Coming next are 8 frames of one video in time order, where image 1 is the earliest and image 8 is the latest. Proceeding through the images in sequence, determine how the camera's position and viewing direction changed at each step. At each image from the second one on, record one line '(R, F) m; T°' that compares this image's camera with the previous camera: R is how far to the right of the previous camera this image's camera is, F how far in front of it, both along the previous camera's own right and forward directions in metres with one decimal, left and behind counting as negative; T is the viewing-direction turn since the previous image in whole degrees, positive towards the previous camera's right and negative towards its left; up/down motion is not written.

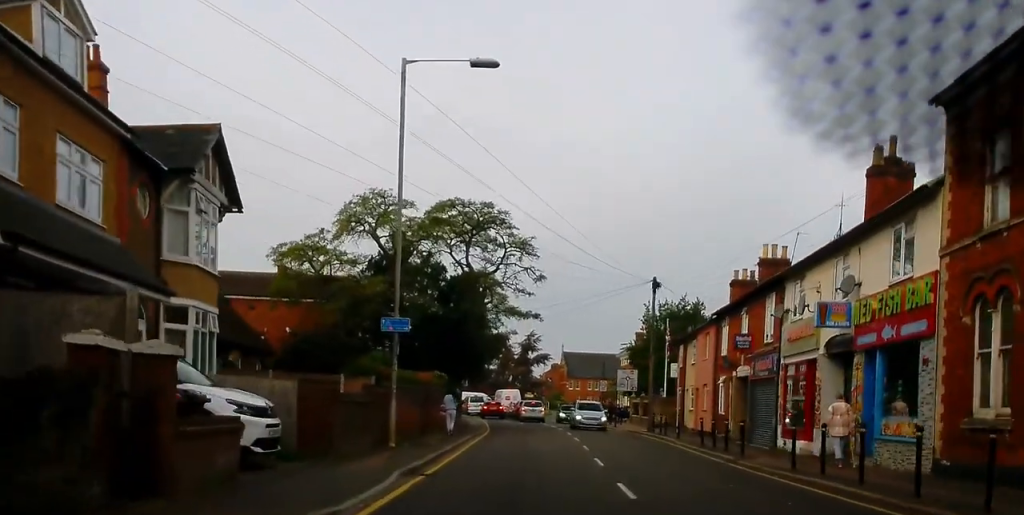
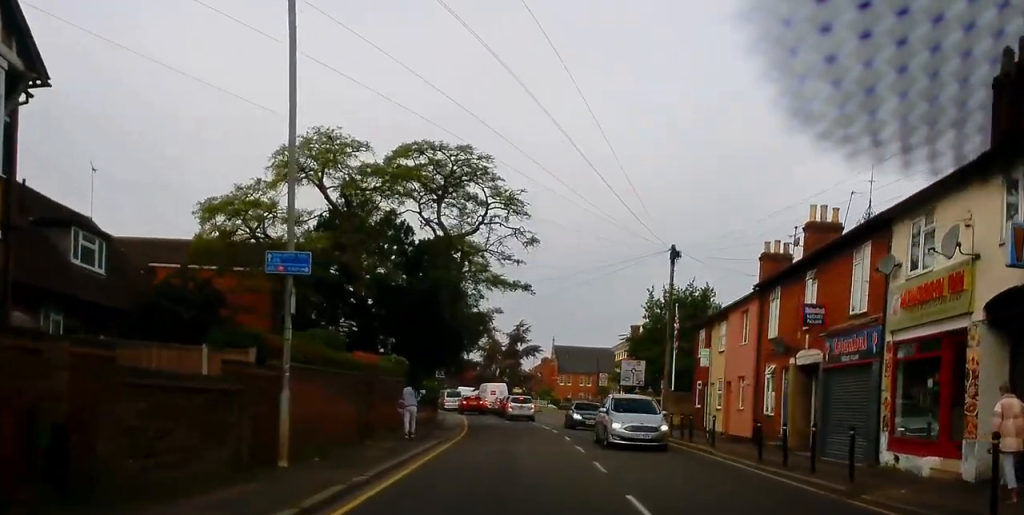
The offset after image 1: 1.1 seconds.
(+0.4, +8.2) m; +2°
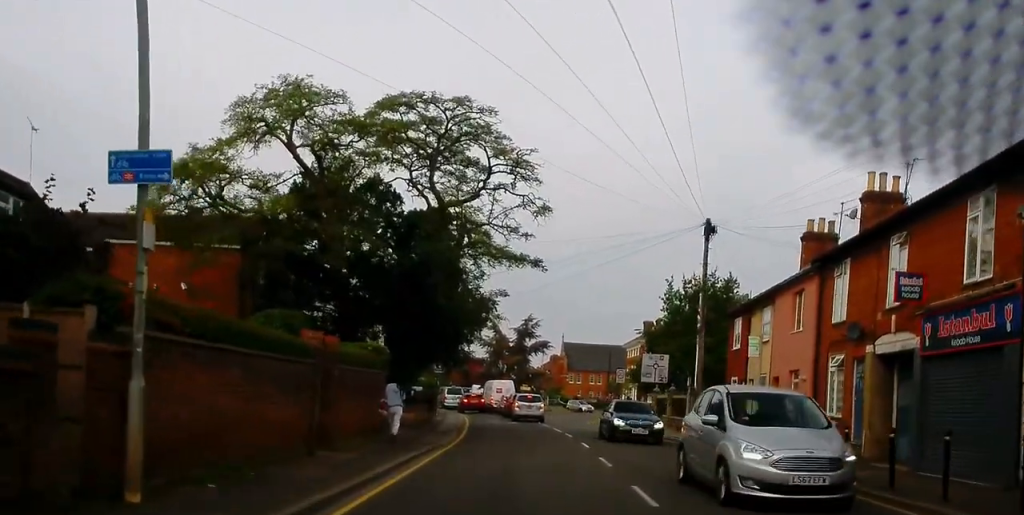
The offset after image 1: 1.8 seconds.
(0.0, +4.9) m; -2°
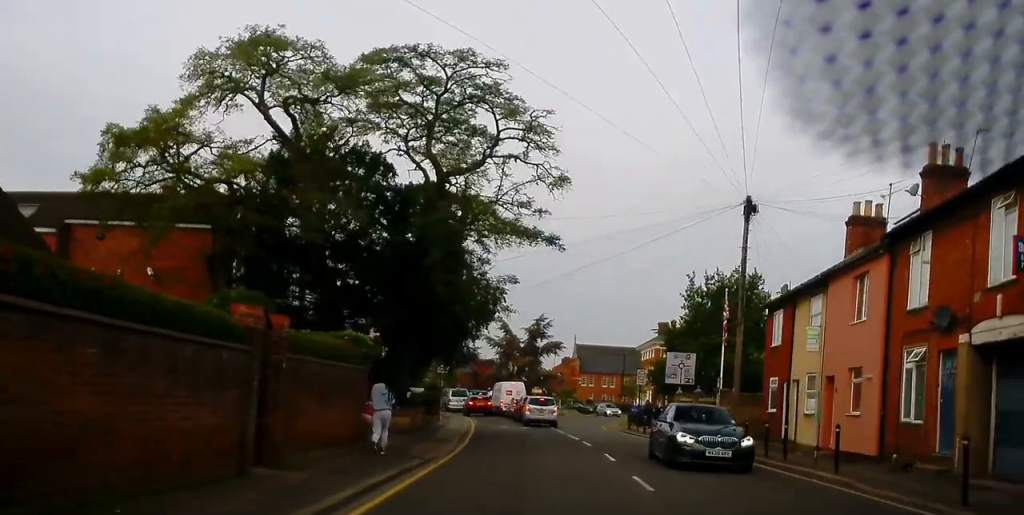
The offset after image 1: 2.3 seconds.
(-0.1, +3.8) m; -3°
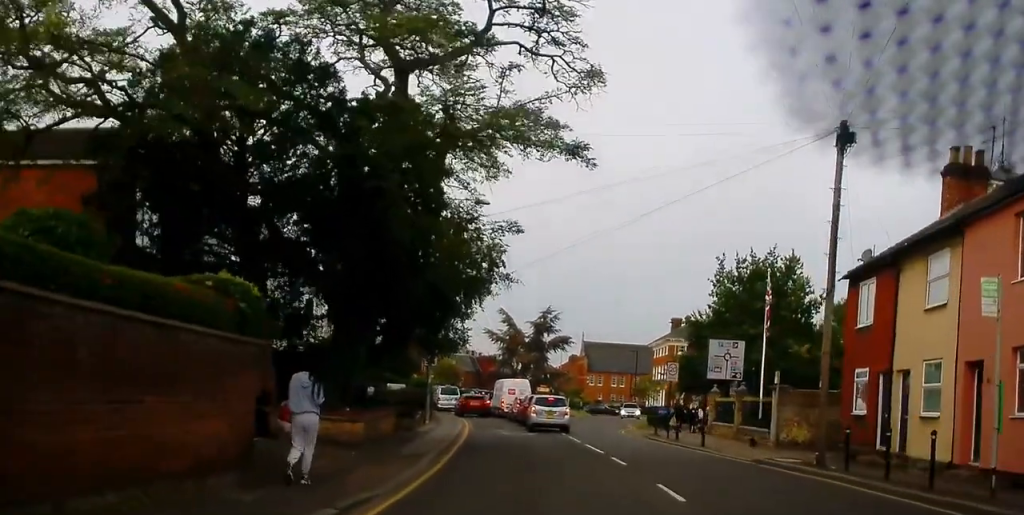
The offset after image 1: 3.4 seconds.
(-0.2, +7.6) m; 0°
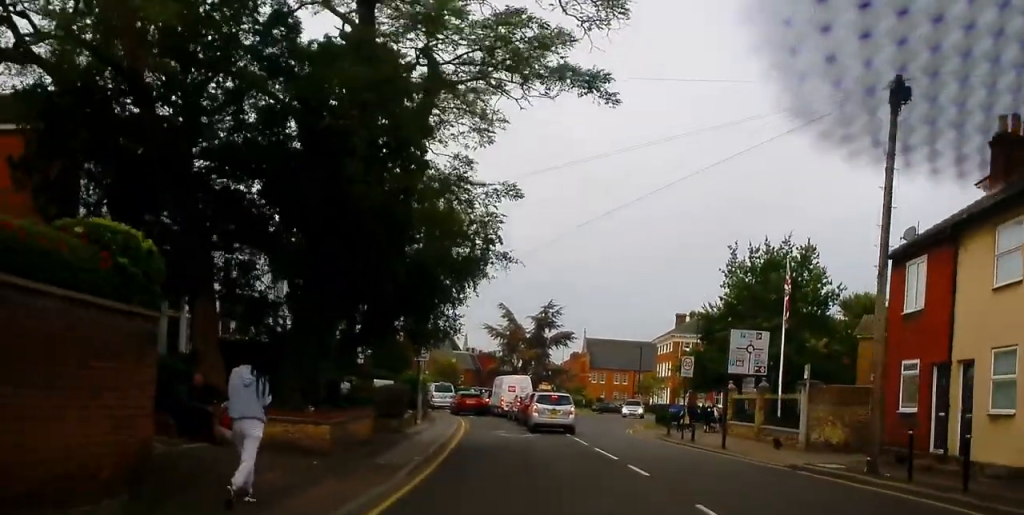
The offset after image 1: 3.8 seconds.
(0.0, +3.0) m; +1°
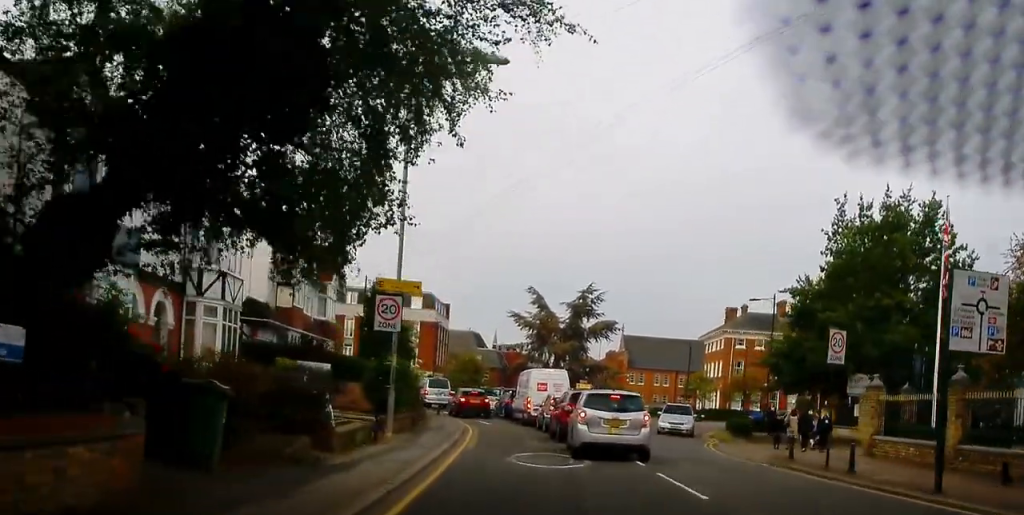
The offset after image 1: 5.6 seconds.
(+0.6, +12.7) m; +1°
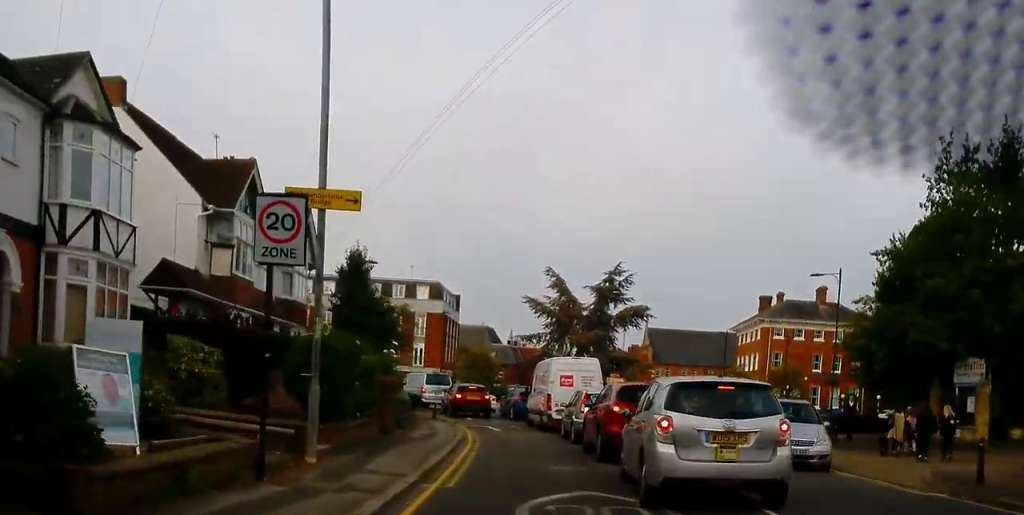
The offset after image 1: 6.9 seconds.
(-0.7, +8.6) m; -6°
